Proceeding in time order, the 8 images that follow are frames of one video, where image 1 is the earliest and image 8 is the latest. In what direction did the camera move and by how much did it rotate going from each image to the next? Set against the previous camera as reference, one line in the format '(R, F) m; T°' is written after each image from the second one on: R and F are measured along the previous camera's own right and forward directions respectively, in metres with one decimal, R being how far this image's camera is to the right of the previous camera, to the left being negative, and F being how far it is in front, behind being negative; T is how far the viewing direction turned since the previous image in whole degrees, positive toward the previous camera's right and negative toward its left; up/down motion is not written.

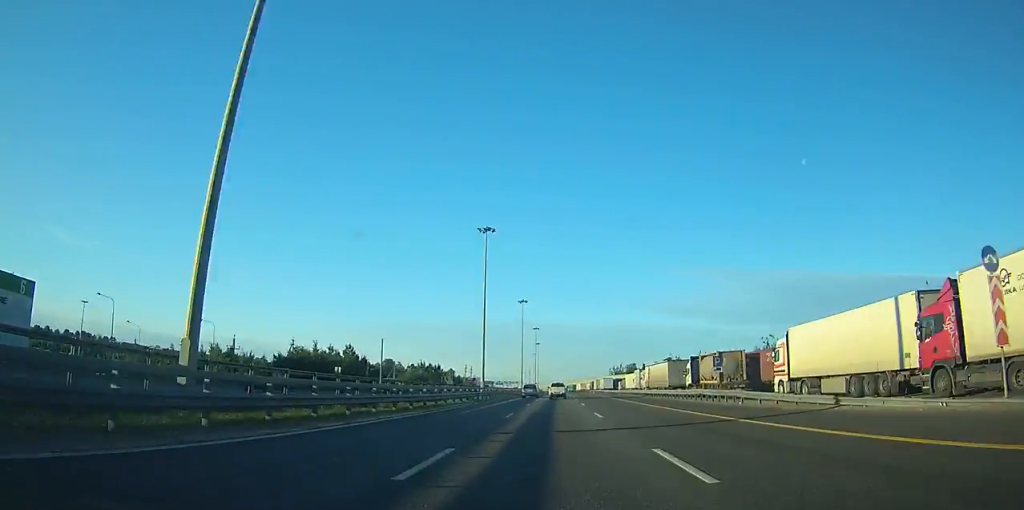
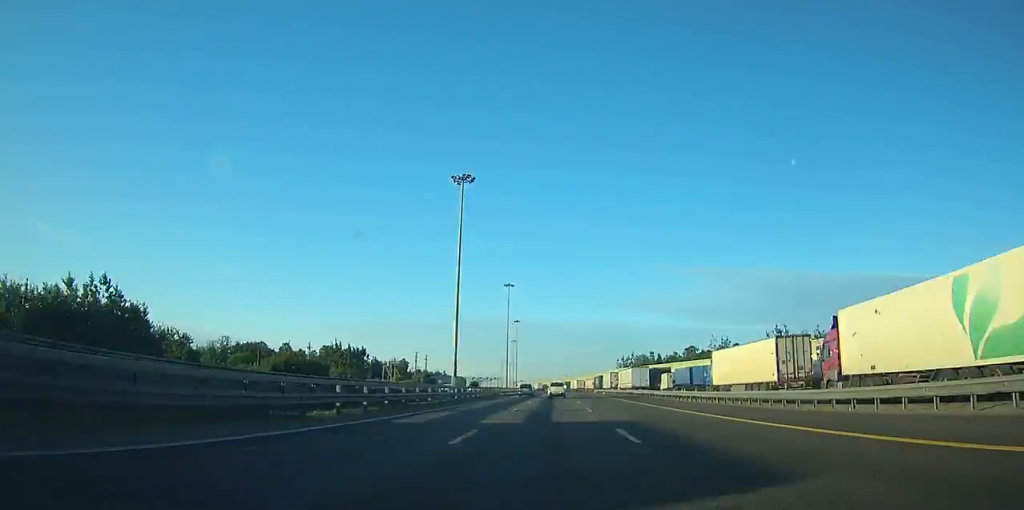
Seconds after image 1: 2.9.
(+0.5, +73.4) m; +1°
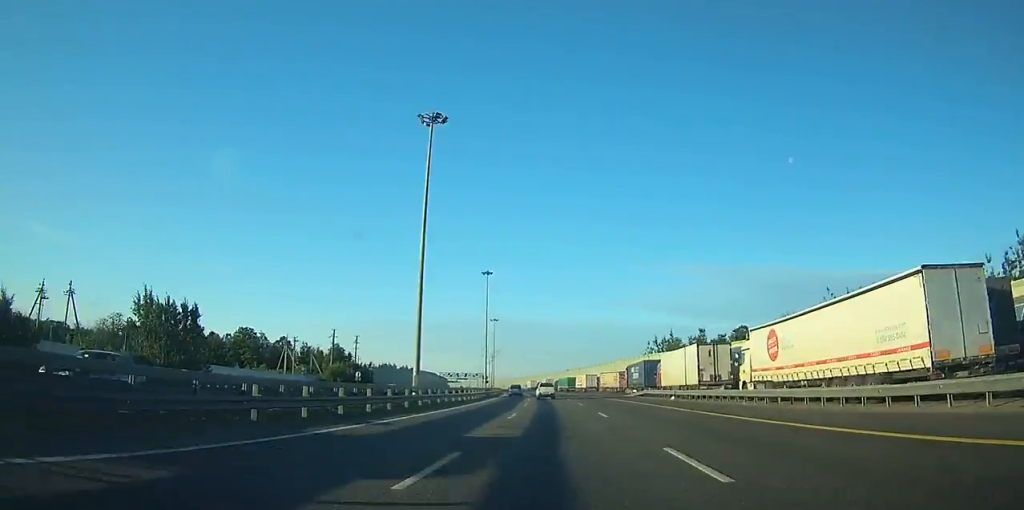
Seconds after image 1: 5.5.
(+0.3, +65.8) m; 0°
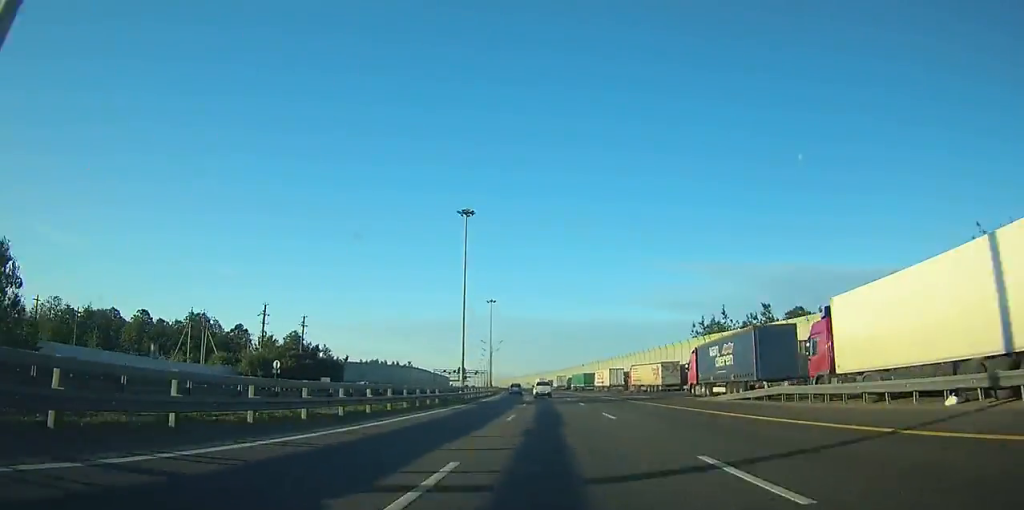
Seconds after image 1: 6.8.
(+0.4, +31.8) m; 0°
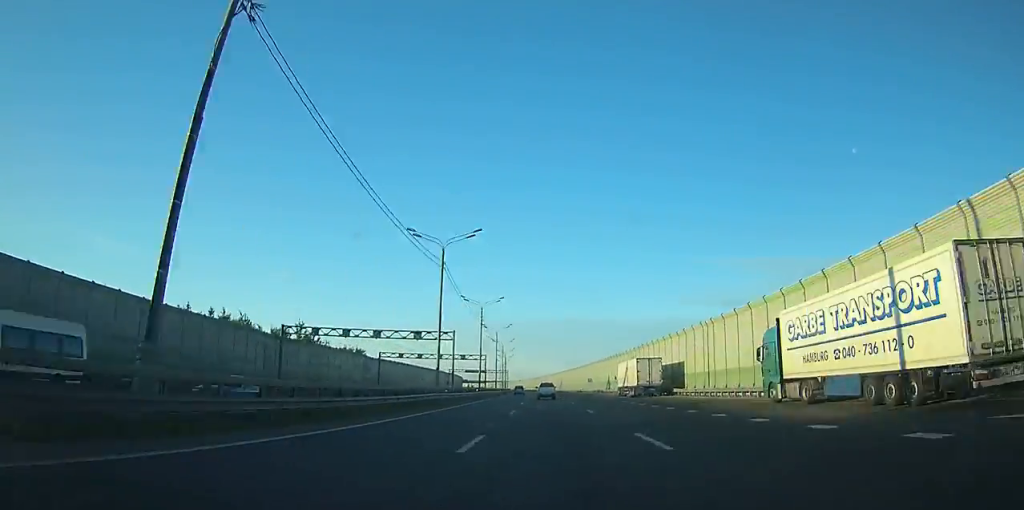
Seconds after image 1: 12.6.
(-7.1, +160.7) m; -5°
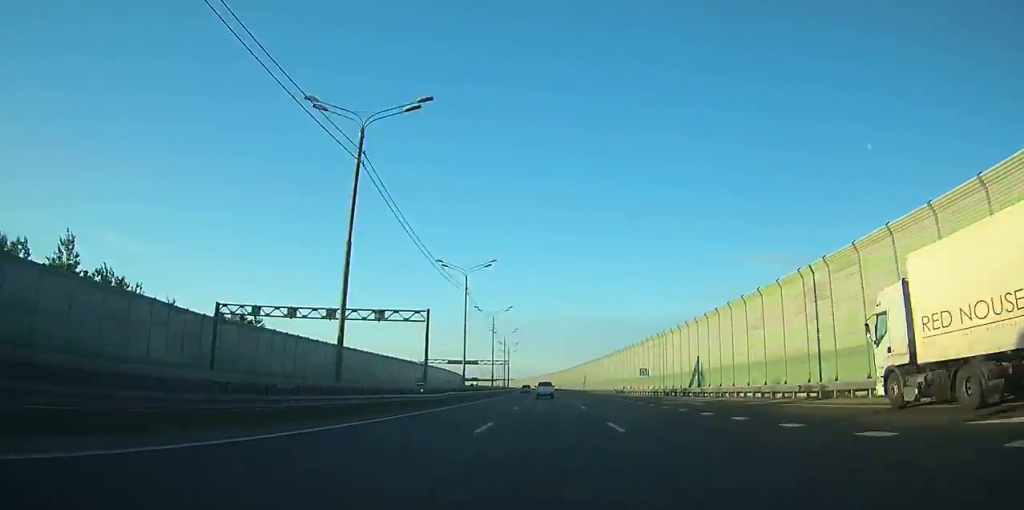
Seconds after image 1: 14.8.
(-1.1, +62.1) m; -1°
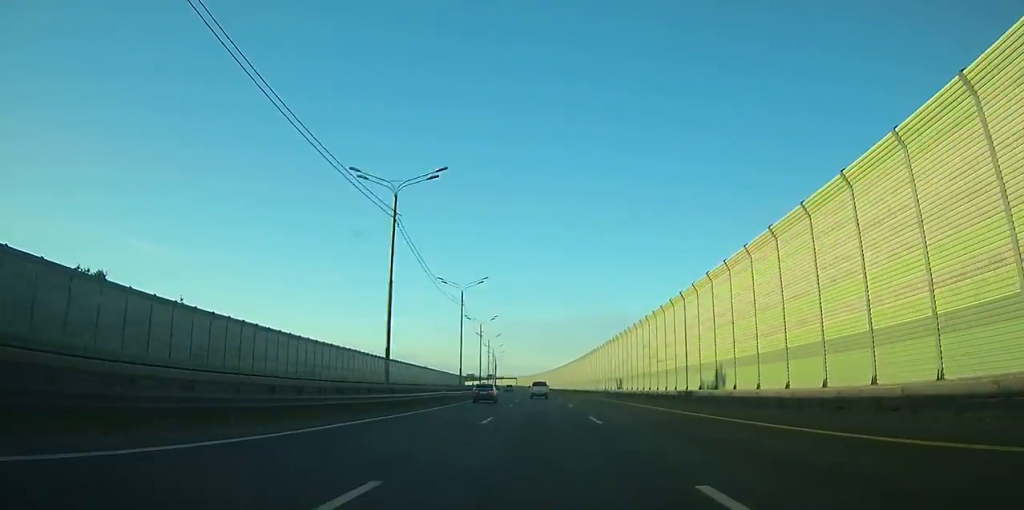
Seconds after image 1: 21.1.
(-6.0, +175.4) m; -4°
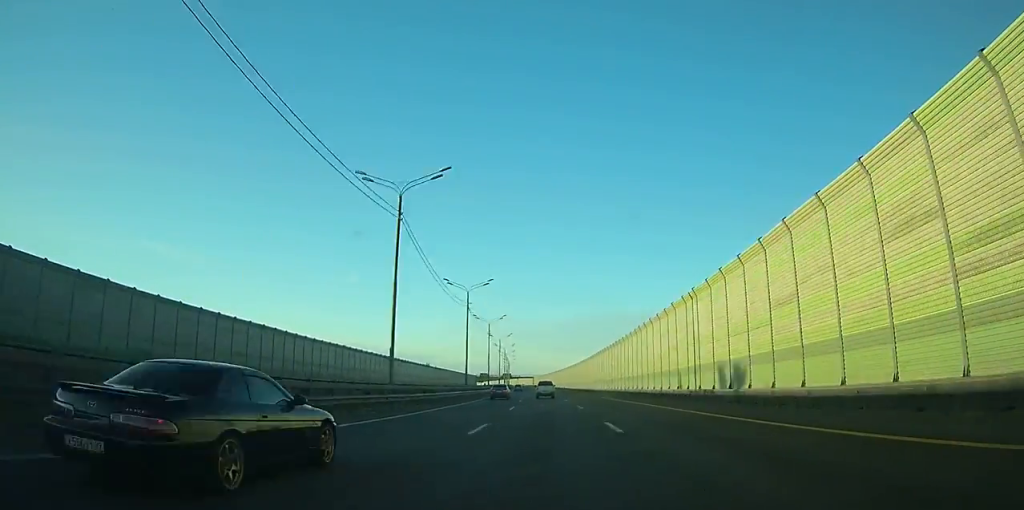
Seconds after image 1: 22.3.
(+0.1, +35.0) m; -1°
